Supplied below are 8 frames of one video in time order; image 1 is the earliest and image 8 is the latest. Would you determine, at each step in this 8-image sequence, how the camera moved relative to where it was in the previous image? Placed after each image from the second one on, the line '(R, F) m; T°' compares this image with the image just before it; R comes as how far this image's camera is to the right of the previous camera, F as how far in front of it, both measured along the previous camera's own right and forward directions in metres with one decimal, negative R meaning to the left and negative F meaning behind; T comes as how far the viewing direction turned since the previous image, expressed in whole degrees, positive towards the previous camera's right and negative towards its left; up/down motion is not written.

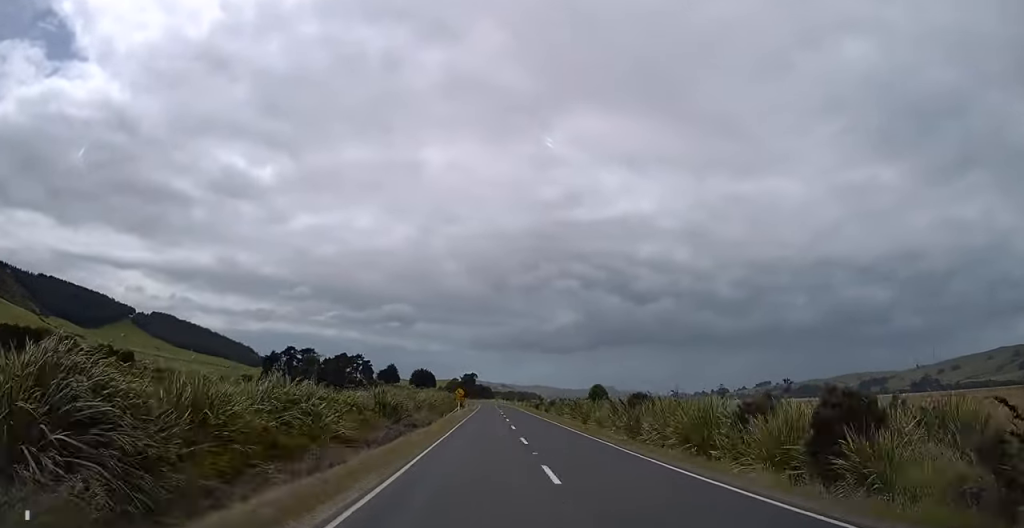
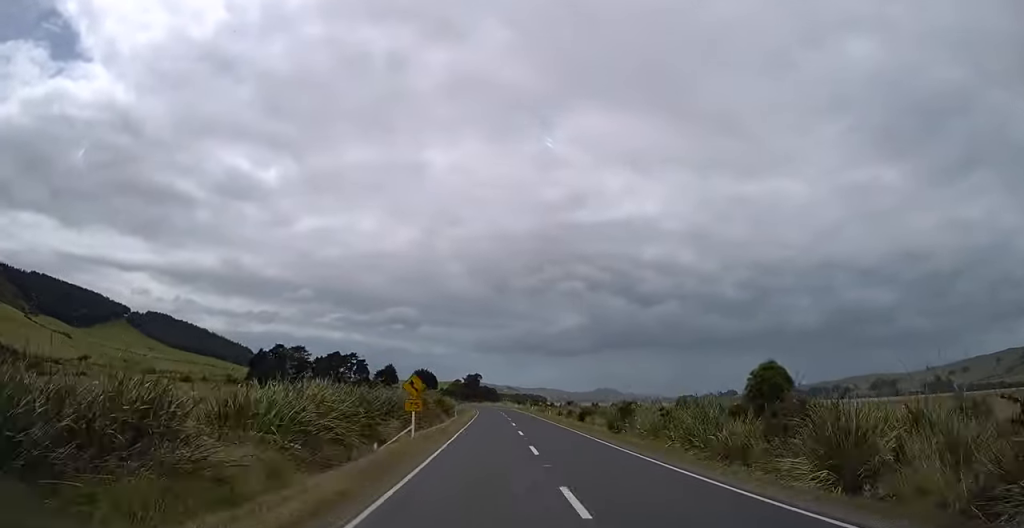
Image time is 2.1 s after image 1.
(+0.2, +42.9) m; -1°
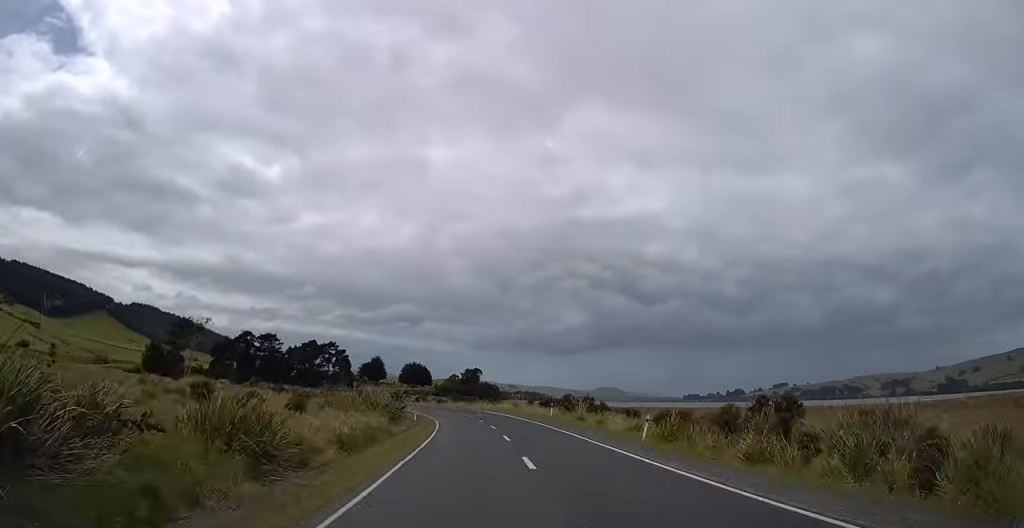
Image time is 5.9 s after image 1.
(-1.0, +75.2) m; -7°
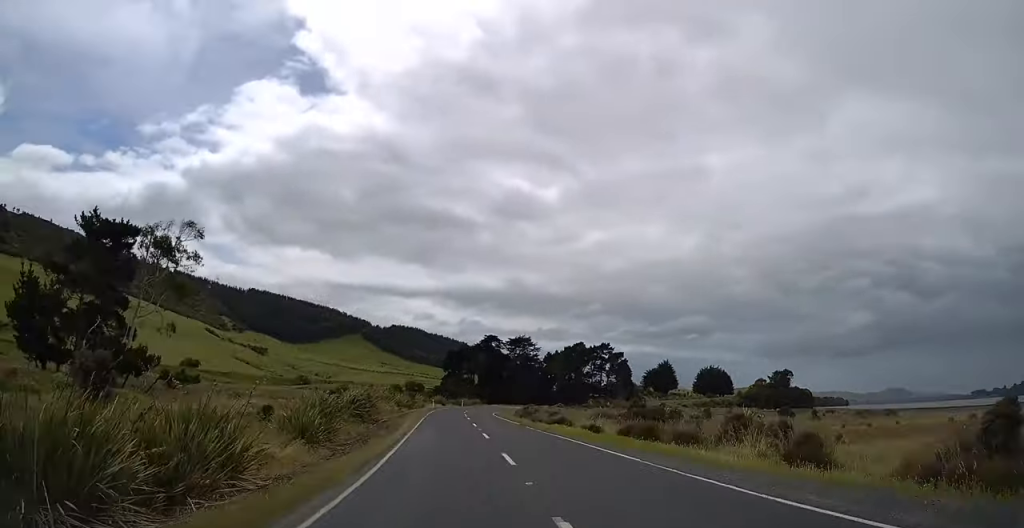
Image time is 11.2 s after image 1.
(-14.5, +106.3) m; -15°
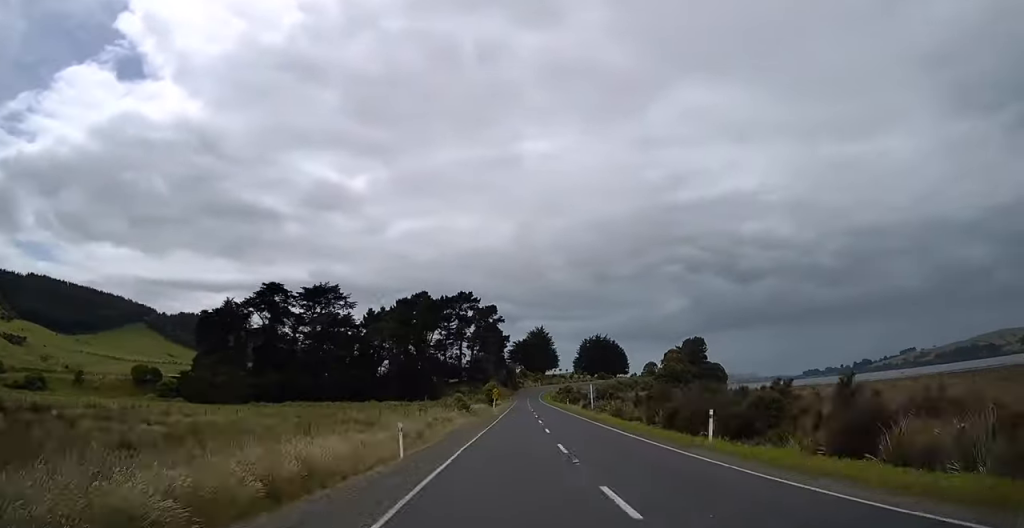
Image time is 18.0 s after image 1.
(+8.6, +136.5) m; +12°
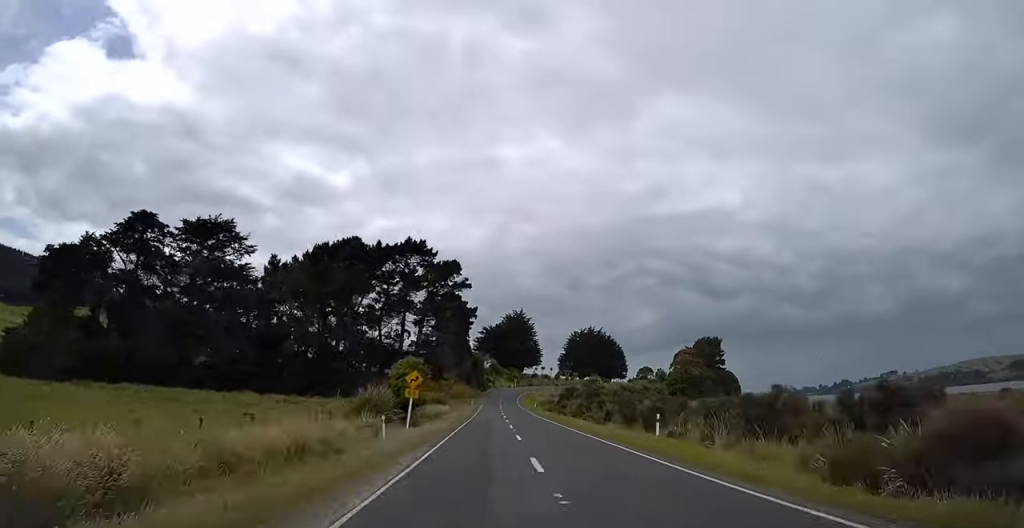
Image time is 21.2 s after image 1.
(+3.5, +64.0) m; +4°
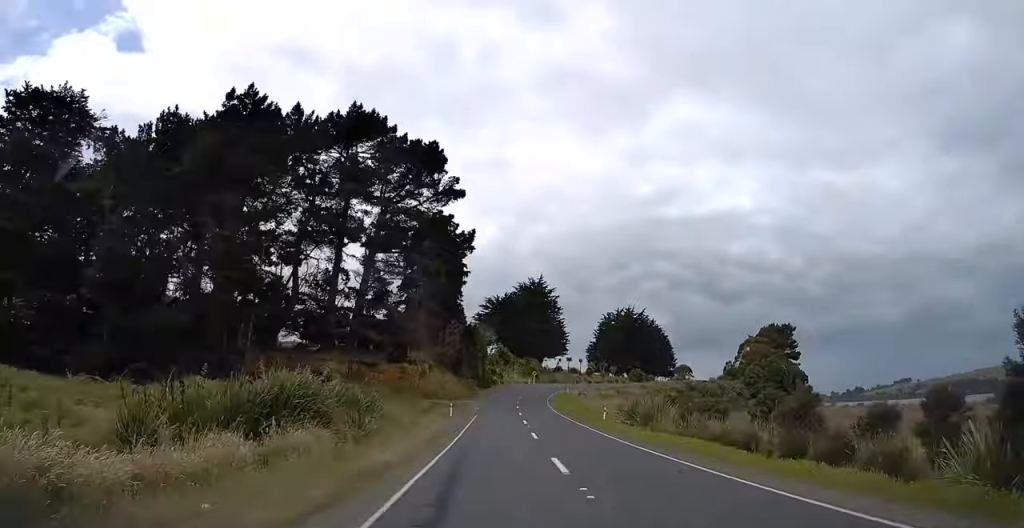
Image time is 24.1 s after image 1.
(+0.8, +57.7) m; +4°
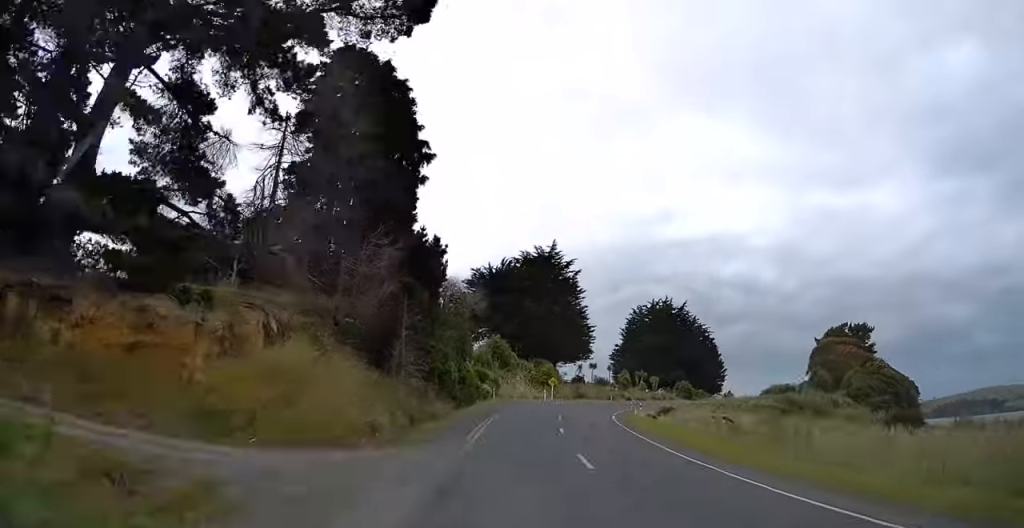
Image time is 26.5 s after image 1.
(-1.7, +46.0) m; +7°
